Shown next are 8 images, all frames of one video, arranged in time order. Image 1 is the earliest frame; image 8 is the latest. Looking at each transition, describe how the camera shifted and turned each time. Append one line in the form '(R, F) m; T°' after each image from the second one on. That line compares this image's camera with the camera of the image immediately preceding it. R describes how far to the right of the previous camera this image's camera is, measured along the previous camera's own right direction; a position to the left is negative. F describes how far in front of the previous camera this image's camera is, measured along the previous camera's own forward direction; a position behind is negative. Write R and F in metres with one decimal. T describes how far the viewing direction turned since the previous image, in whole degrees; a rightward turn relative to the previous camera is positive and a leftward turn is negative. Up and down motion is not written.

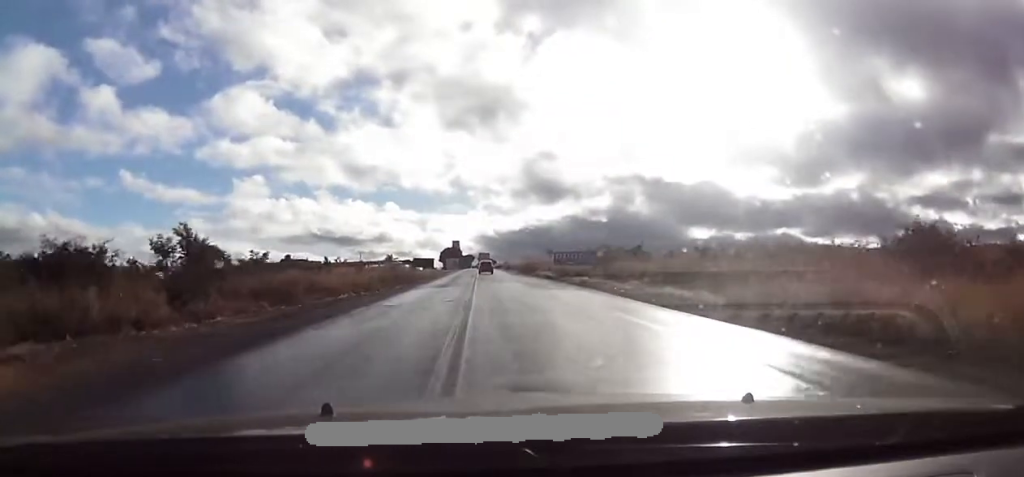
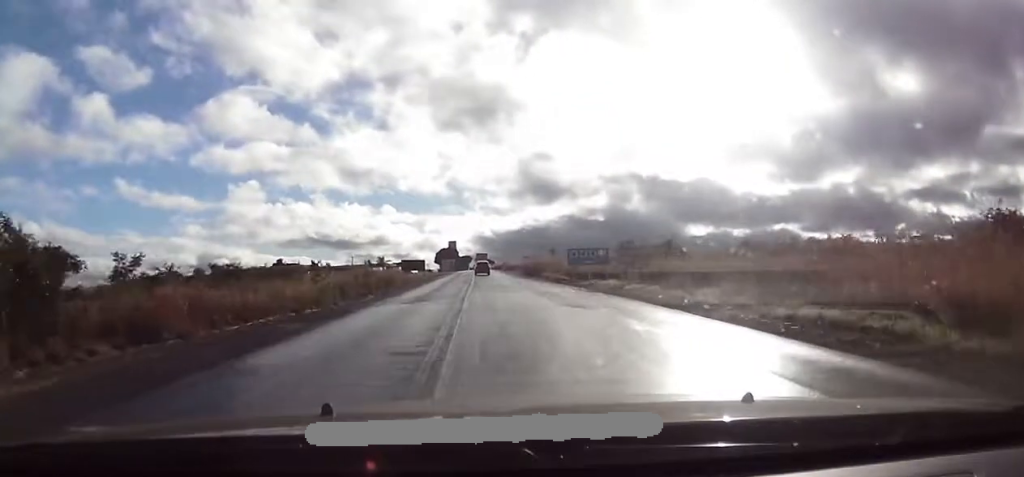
(0.0, +12.6) m; 0°
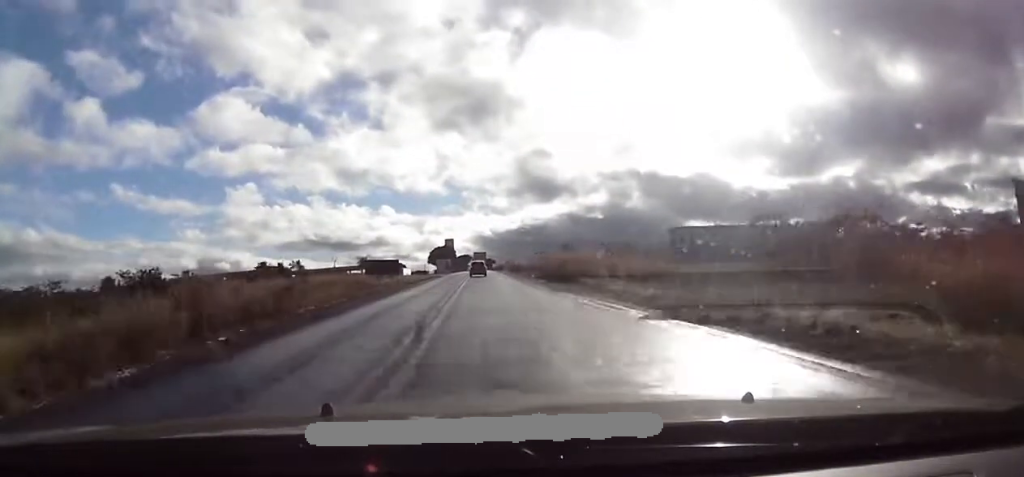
(-0.3, +29.7) m; -1°
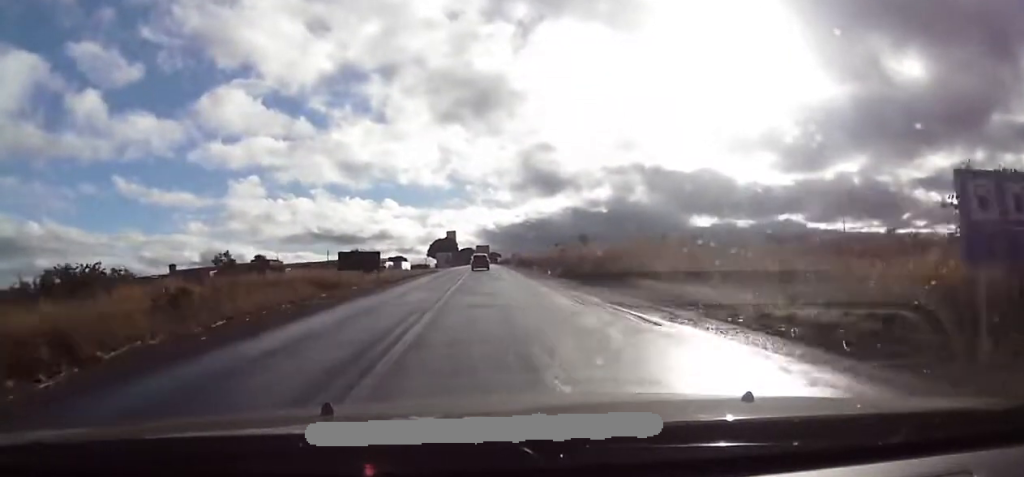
(-0.2, +14.7) m; 0°
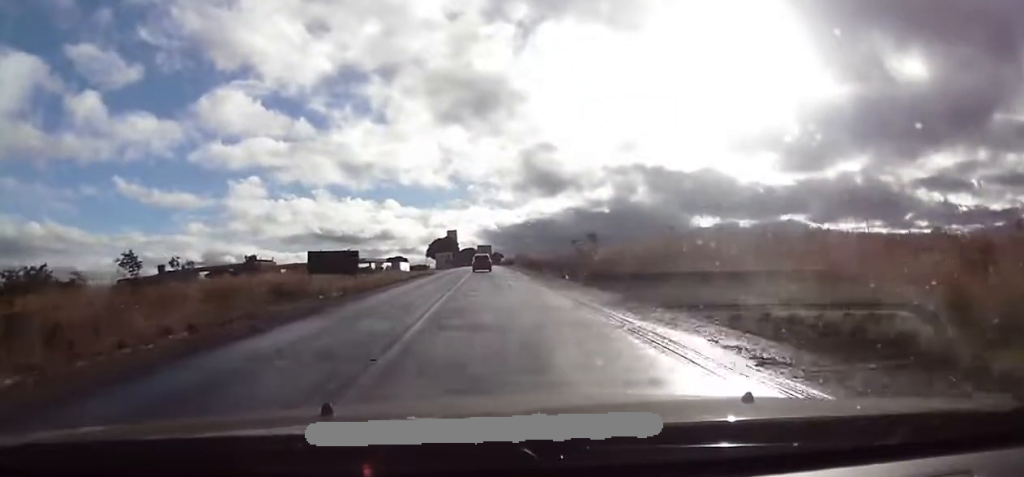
(+0.3, +10.6) m; +1°
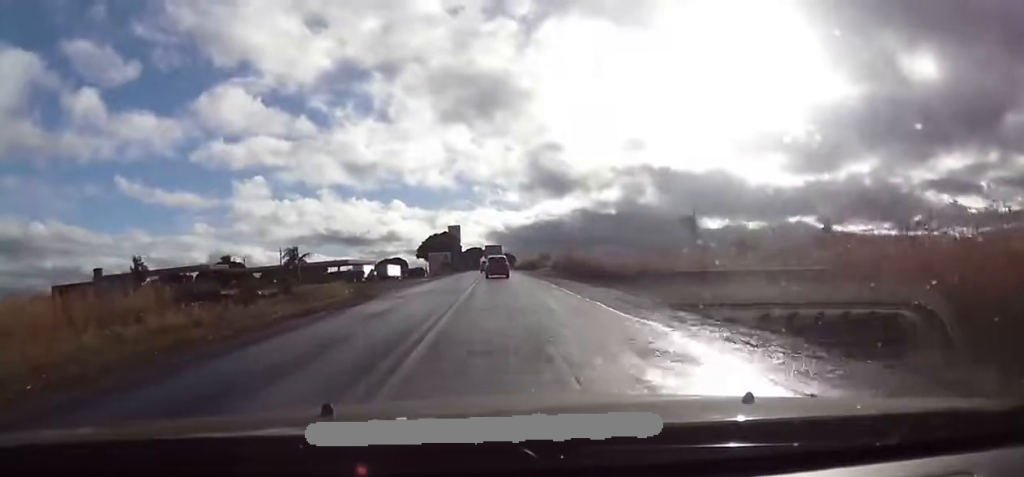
(-0.4, +49.2) m; -2°
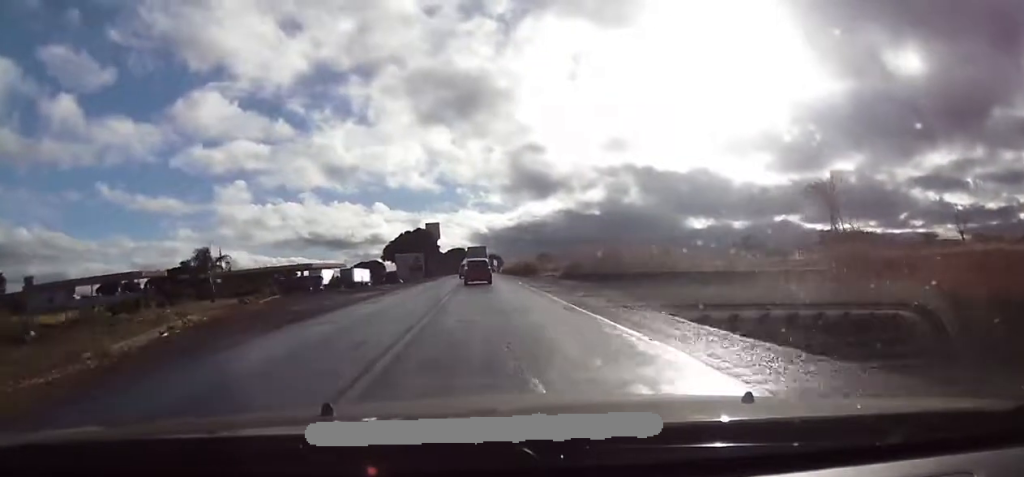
(0.0, +27.6) m; +1°
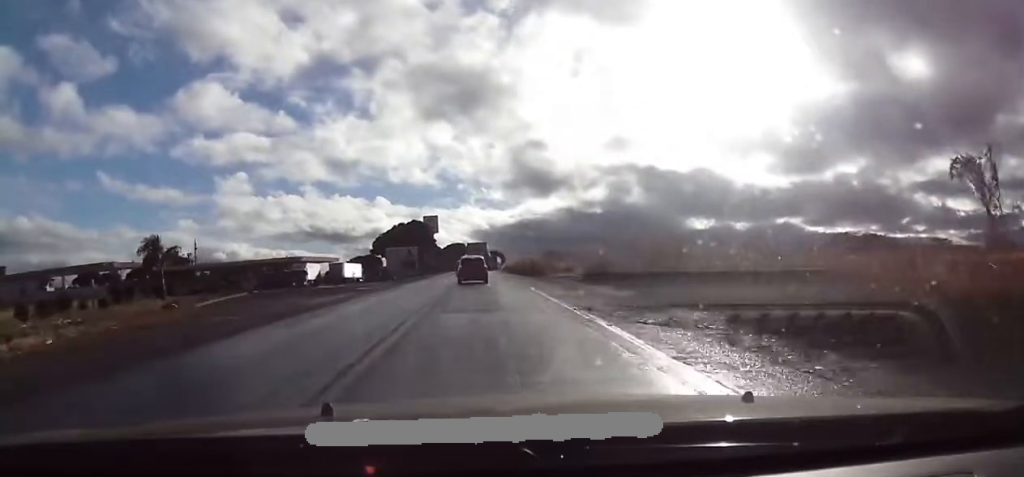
(+0.1, +12.2) m; +1°
